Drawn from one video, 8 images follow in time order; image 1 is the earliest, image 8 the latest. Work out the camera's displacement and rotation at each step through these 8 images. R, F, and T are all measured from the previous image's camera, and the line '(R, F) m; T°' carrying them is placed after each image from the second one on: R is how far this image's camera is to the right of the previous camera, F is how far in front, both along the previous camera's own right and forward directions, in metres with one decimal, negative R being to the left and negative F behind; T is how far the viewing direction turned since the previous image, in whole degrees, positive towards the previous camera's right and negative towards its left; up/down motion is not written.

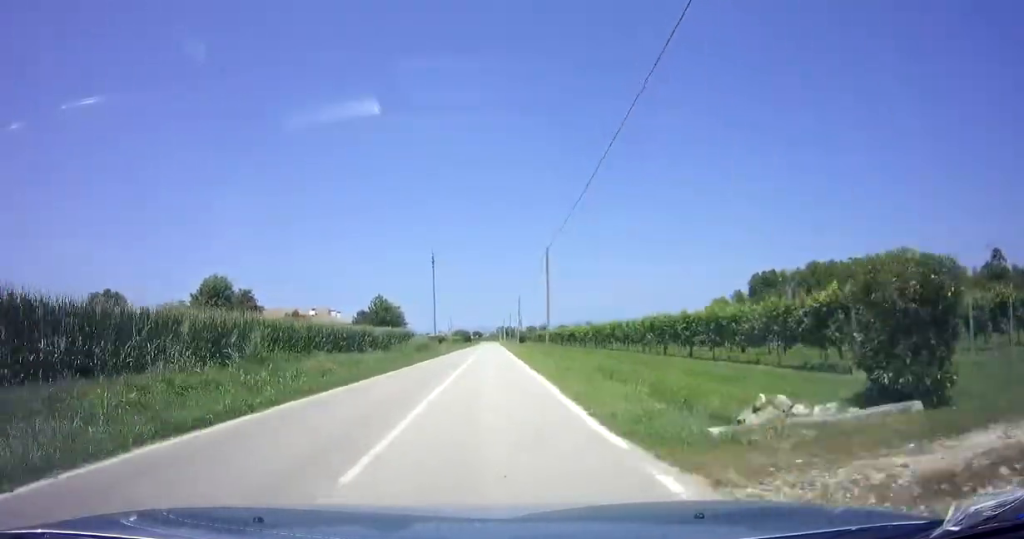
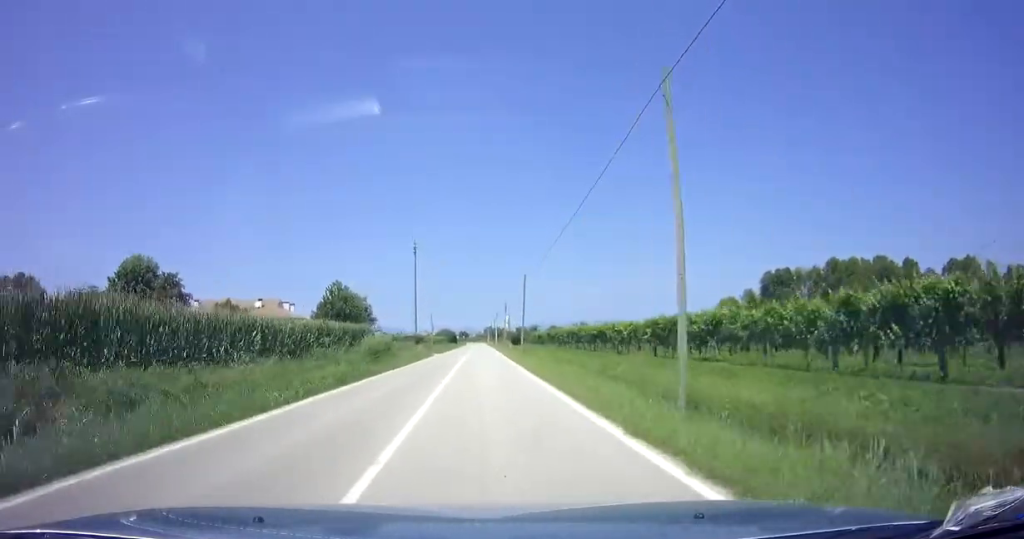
(+0.1, +20.8) m; 0°
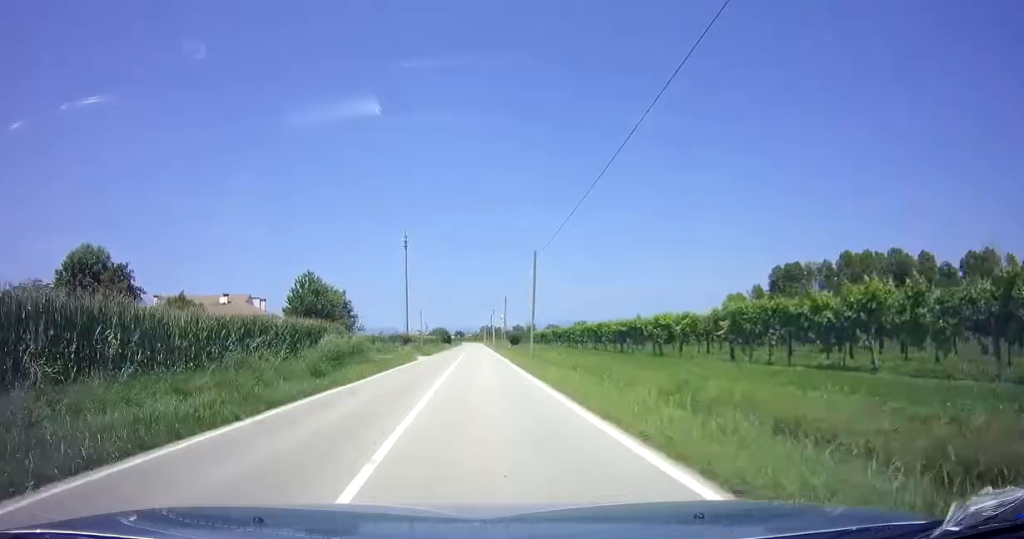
(-0.1, +10.5) m; 0°
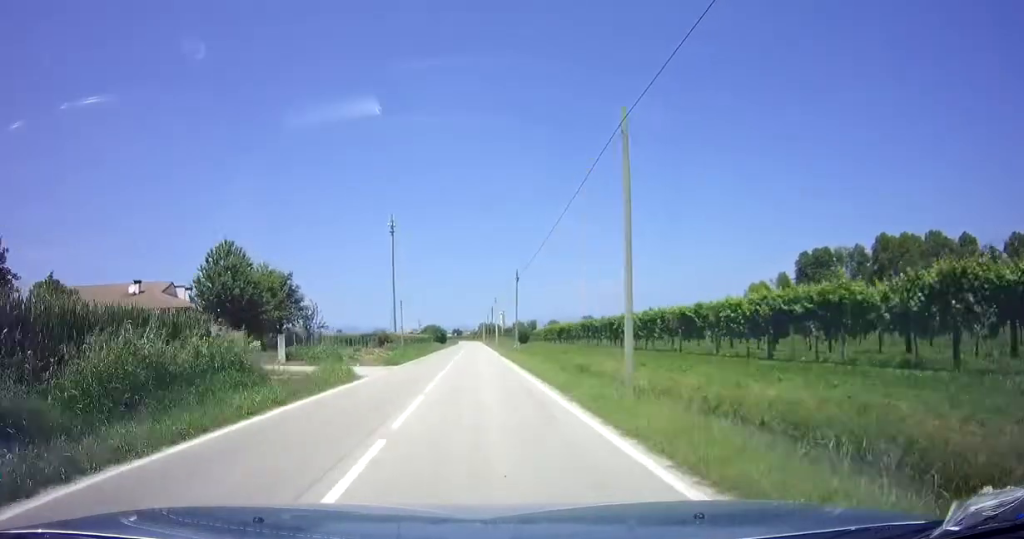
(+0.1, +20.5) m; 0°
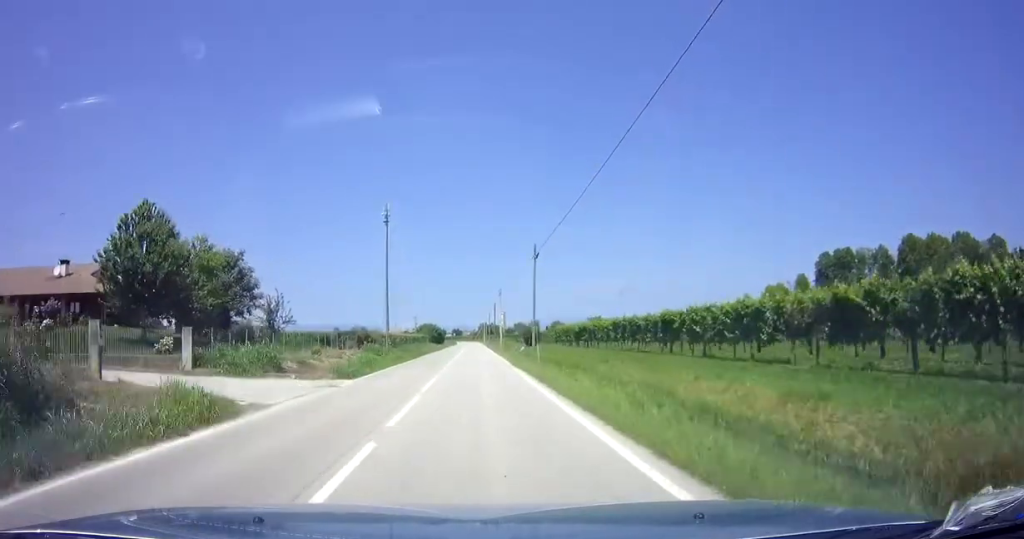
(0.0, +11.4) m; 0°
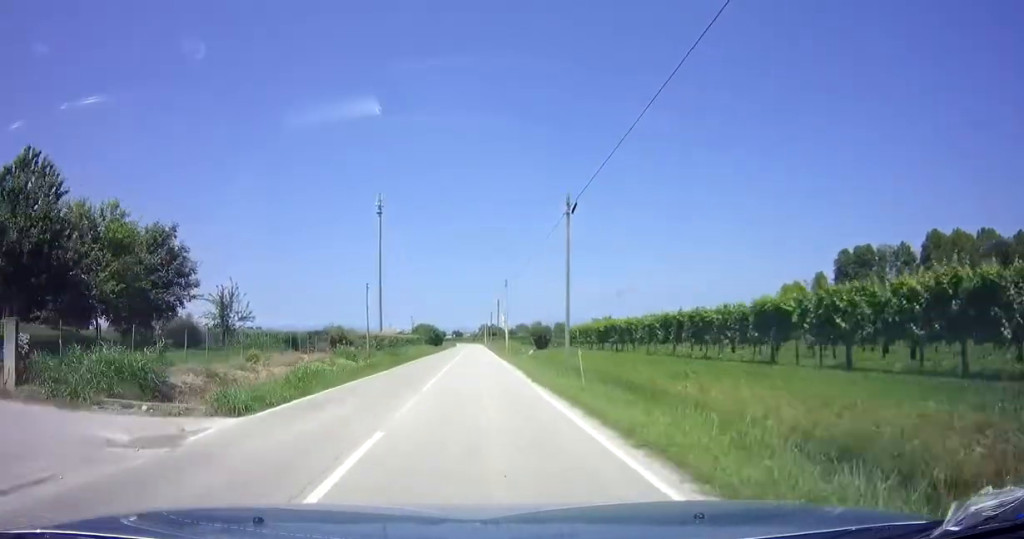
(0.0, +10.0) m; 0°
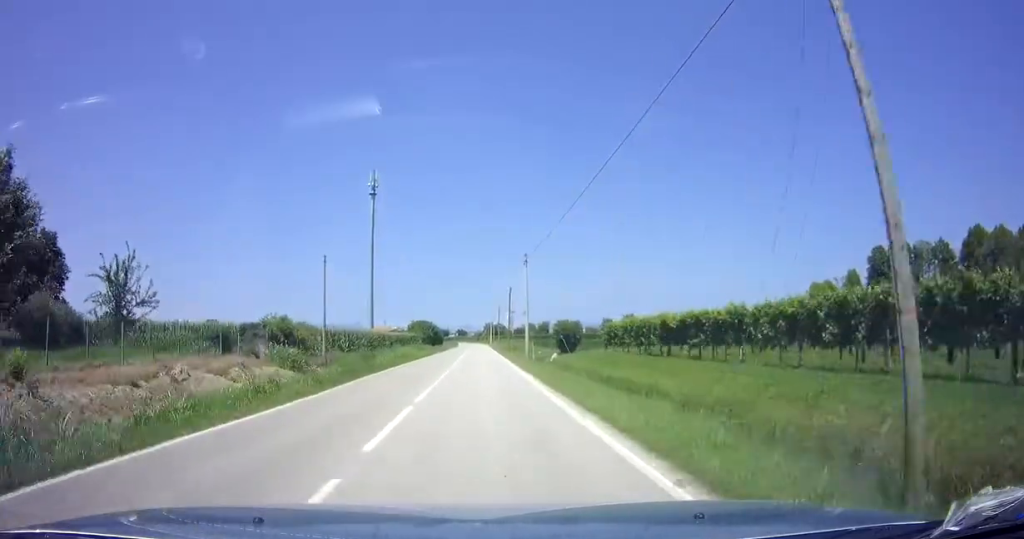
(0.0, +14.2) m; 0°
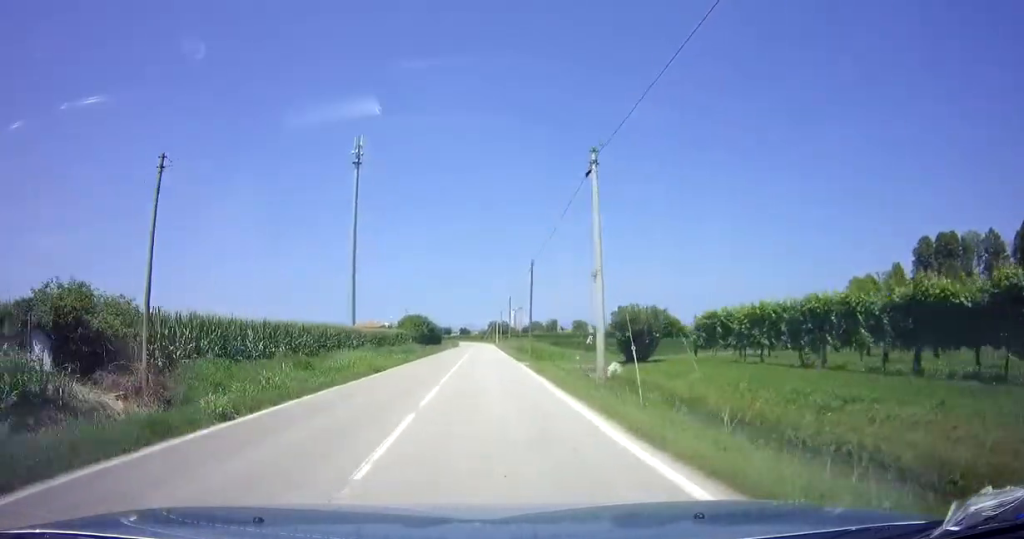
(0.0, +18.0) m; 0°
